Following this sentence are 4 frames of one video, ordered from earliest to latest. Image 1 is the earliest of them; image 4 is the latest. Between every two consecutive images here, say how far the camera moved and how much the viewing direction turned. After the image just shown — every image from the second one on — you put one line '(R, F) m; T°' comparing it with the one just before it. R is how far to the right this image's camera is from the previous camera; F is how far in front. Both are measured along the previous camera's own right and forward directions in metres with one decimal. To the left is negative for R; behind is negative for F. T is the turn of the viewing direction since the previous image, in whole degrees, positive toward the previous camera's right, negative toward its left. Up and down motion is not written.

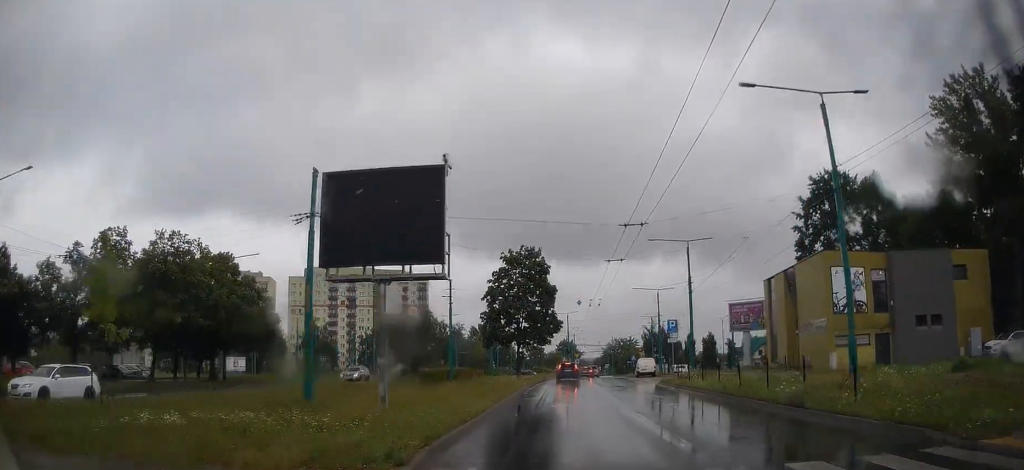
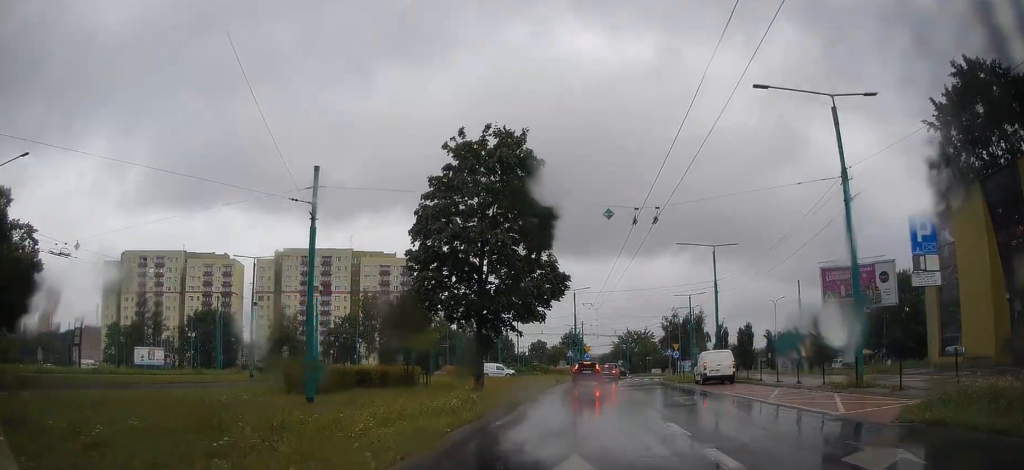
(-0.3, +24.1) m; 0°
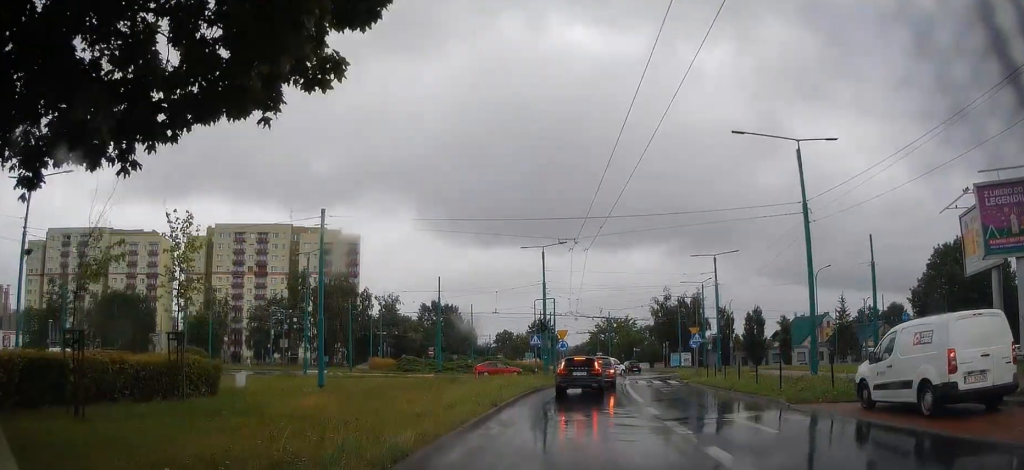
(+1.0, +21.1) m; +4°
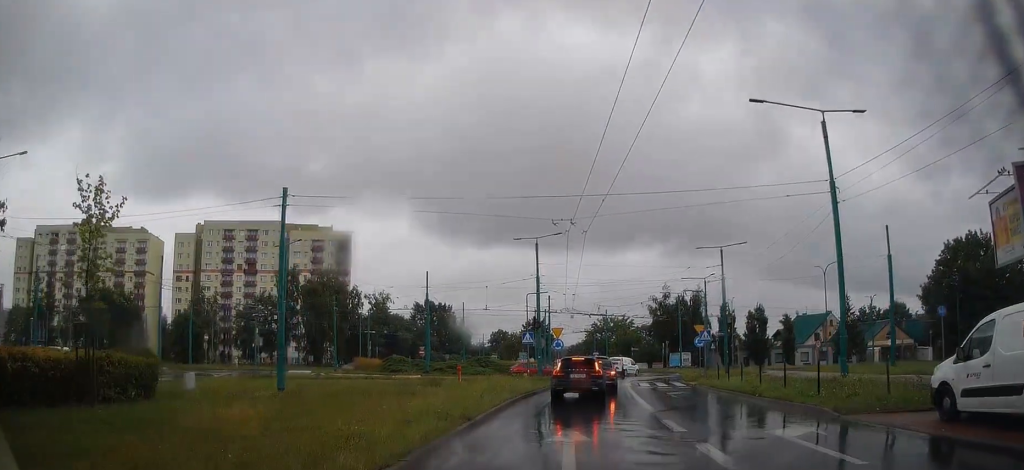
(0.0, +3.1) m; -1°
